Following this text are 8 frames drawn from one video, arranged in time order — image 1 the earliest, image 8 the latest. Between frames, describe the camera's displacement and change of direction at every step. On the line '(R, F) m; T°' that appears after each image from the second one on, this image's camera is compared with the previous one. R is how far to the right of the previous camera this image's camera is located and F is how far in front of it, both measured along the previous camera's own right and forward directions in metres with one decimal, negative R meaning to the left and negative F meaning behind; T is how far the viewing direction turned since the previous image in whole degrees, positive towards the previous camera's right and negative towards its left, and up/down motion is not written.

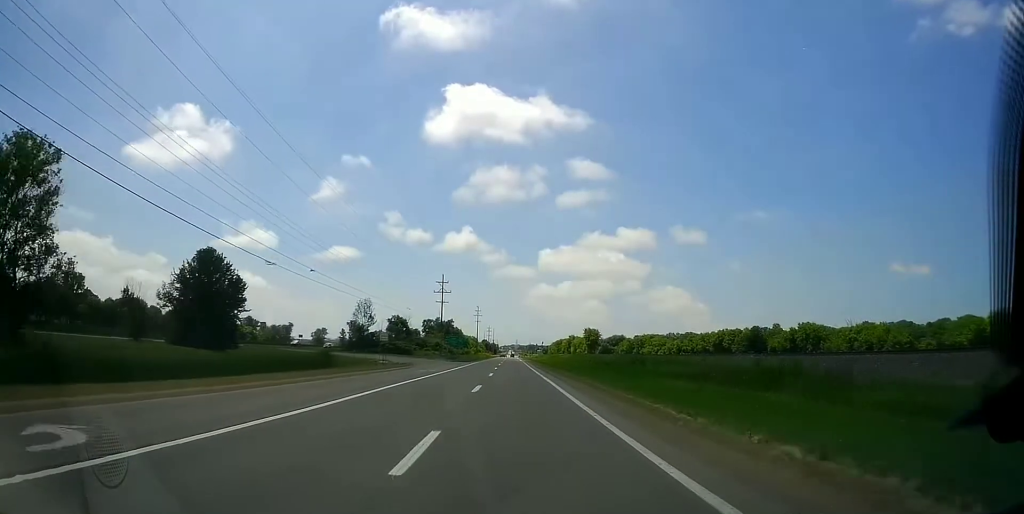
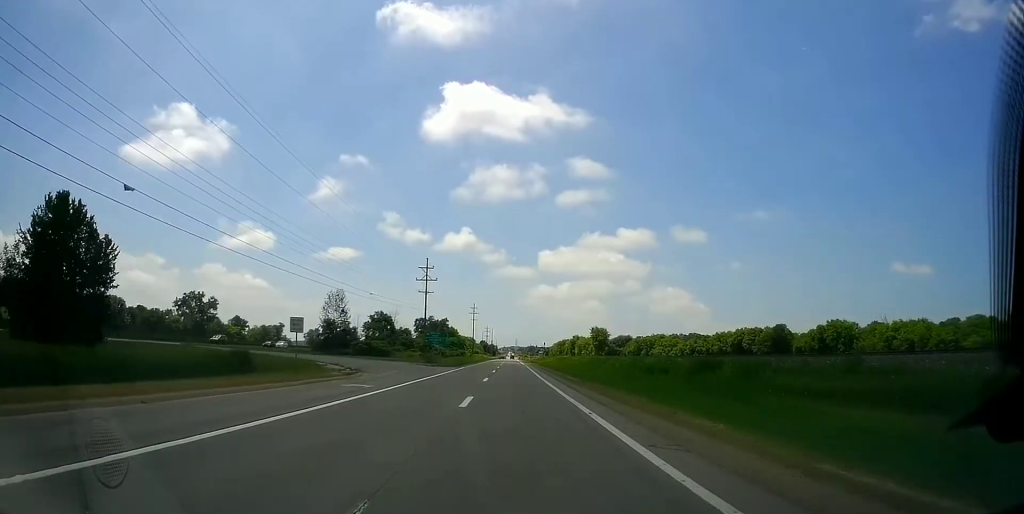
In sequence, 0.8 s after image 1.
(-0.5, +20.8) m; 0°
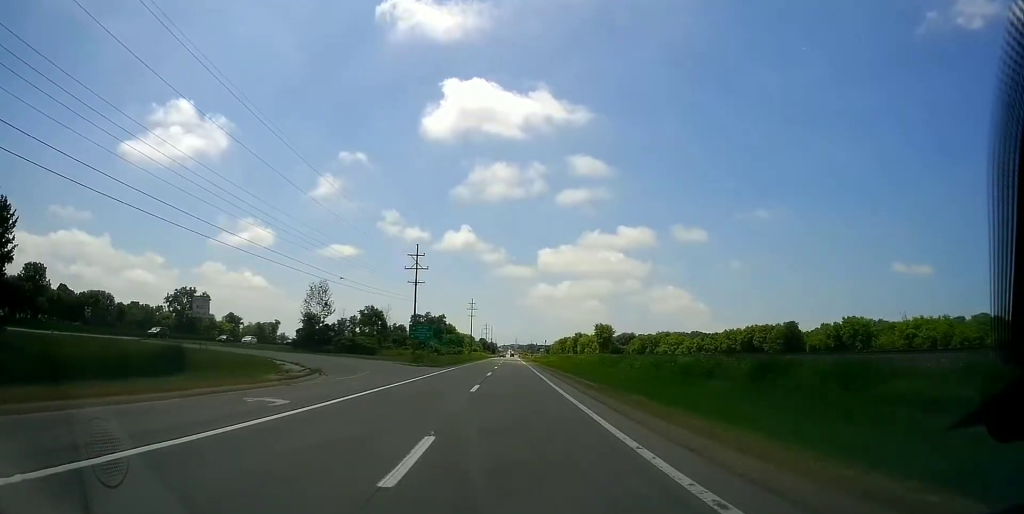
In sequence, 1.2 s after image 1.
(-0.3, +10.0) m; 0°
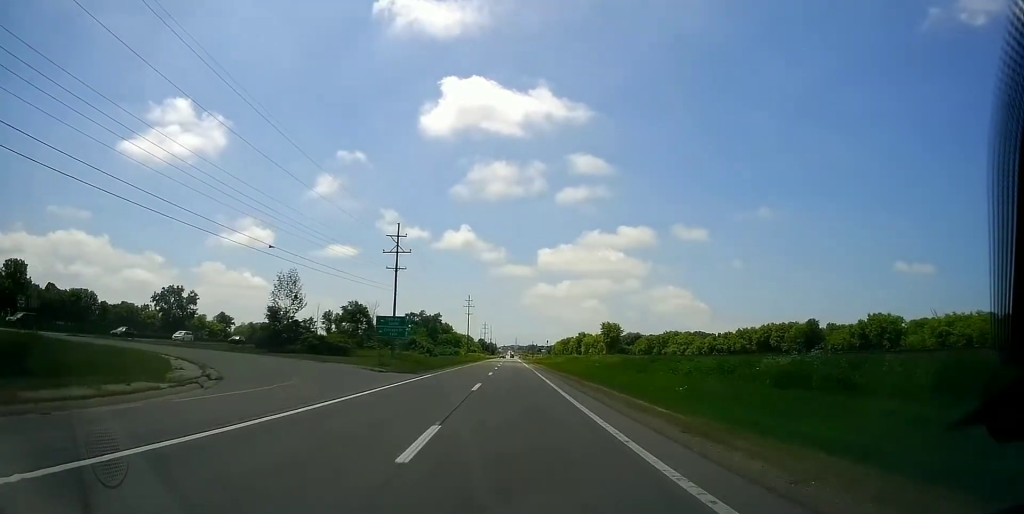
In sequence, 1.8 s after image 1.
(+0.5, +14.1) m; +1°
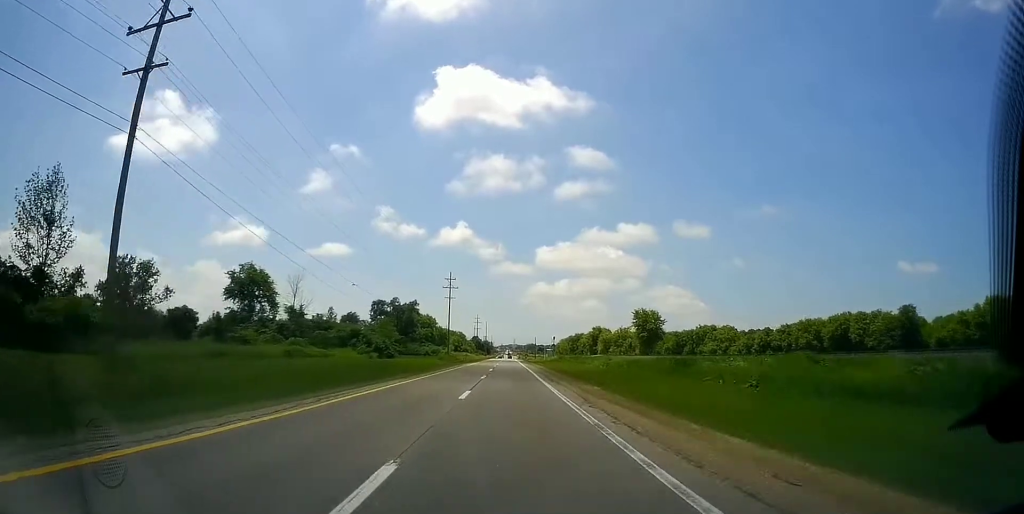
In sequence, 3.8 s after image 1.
(+0.4, +50.1) m; 0°
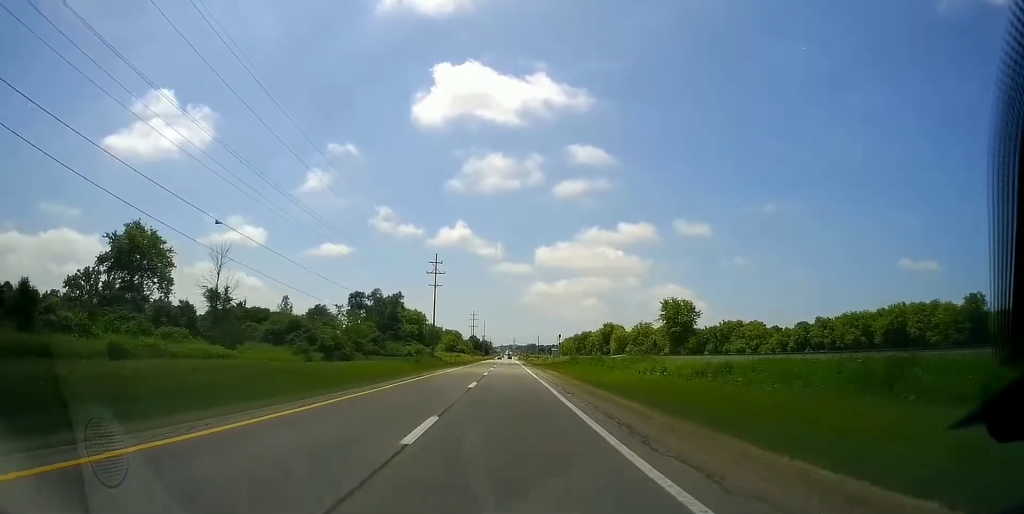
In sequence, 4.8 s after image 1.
(-0.4, +24.3) m; 0°
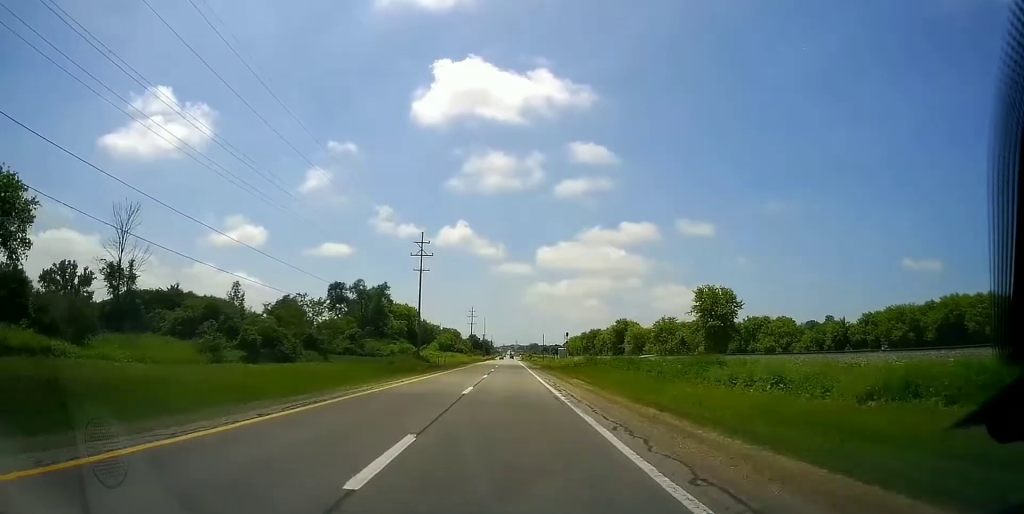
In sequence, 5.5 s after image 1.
(-0.1, +19.3) m; +1°
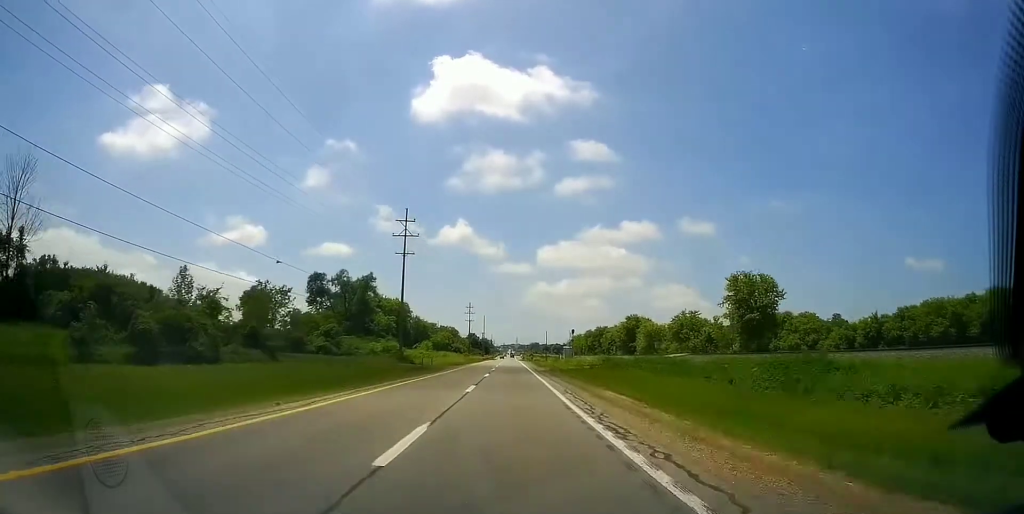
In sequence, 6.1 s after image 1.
(+0.4, +13.5) m; +1°
